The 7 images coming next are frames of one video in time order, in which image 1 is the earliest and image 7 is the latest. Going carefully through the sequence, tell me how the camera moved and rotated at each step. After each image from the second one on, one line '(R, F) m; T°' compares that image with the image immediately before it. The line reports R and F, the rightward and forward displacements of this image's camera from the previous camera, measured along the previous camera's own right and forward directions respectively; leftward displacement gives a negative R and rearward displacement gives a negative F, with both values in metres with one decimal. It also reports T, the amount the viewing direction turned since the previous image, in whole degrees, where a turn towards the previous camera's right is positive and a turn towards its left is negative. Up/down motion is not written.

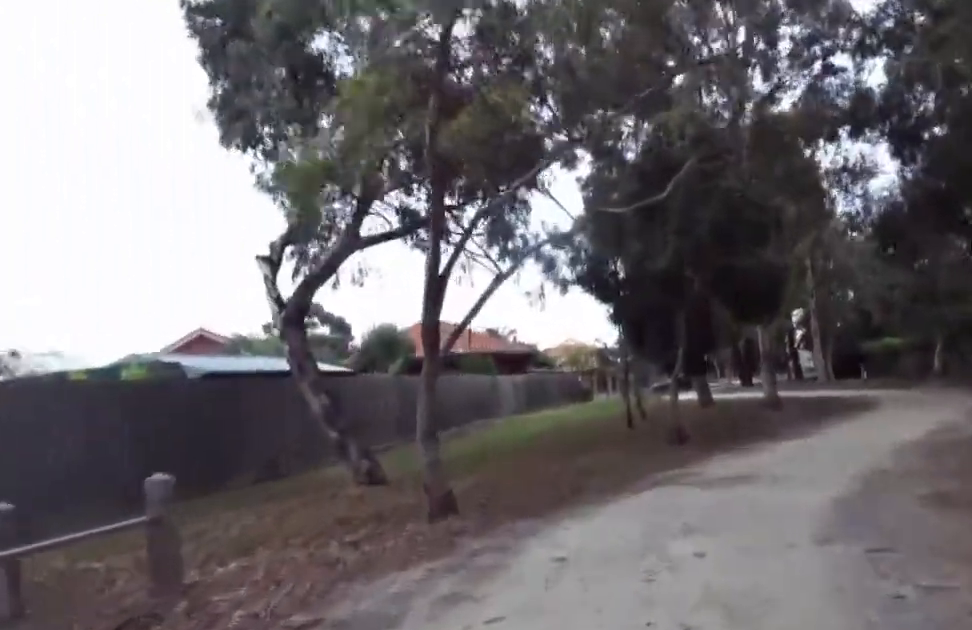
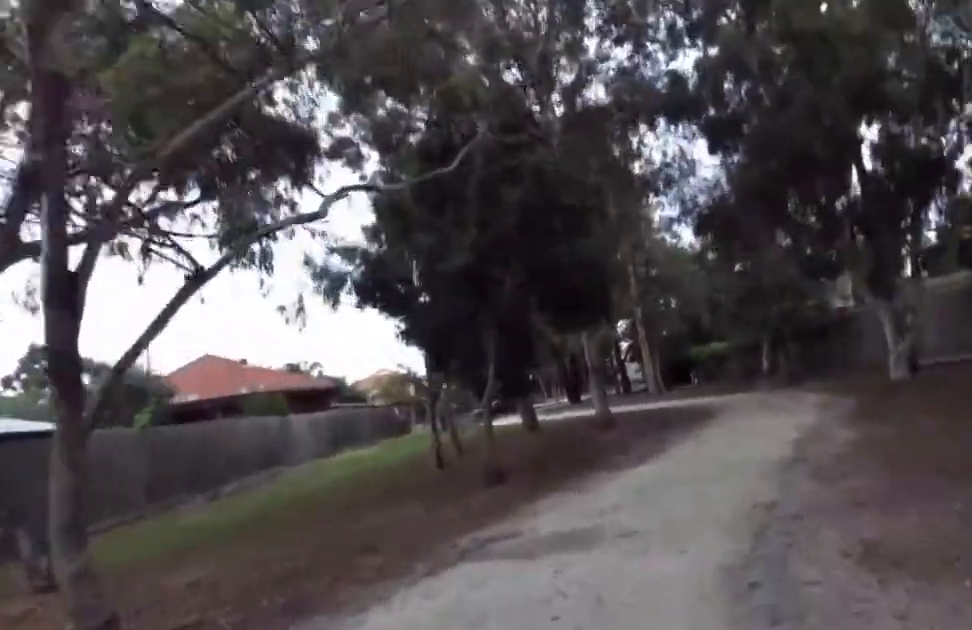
(-0.1, +2.1) m; +3°
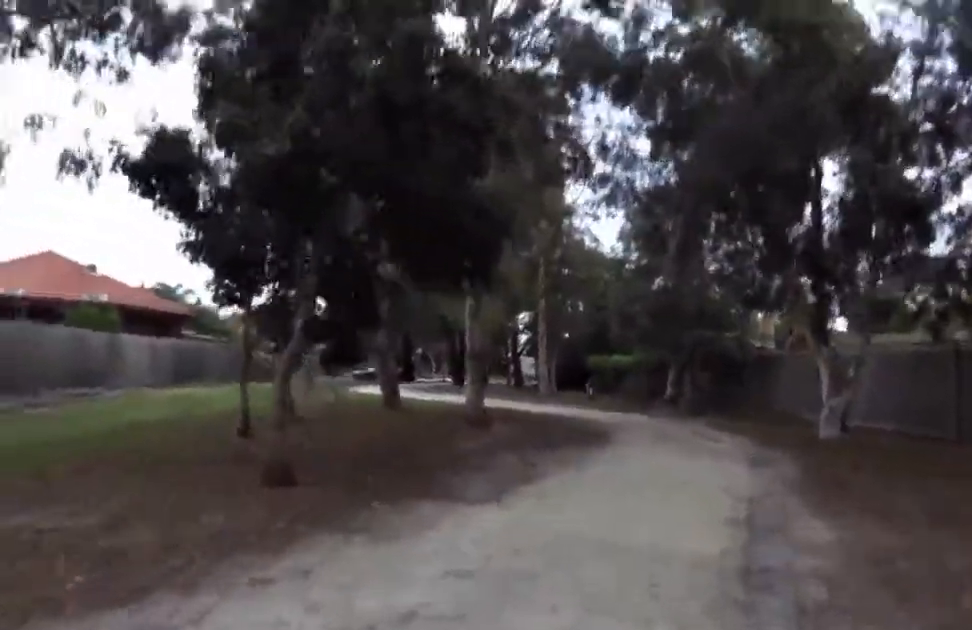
(+0.1, +3.1) m; +6°
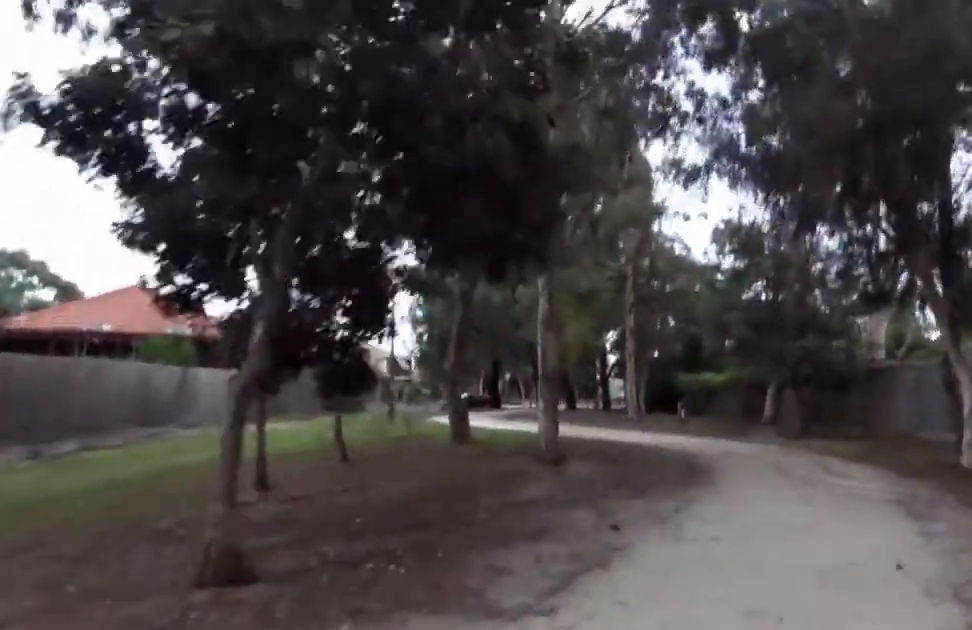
(+0.1, +2.4) m; +6°
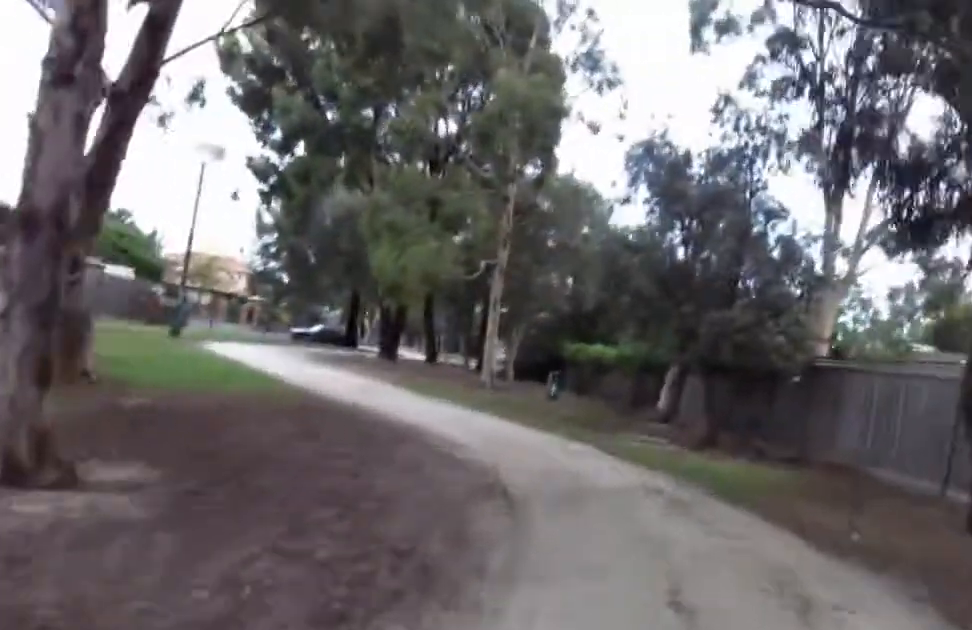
(+0.2, +7.7) m; -10°
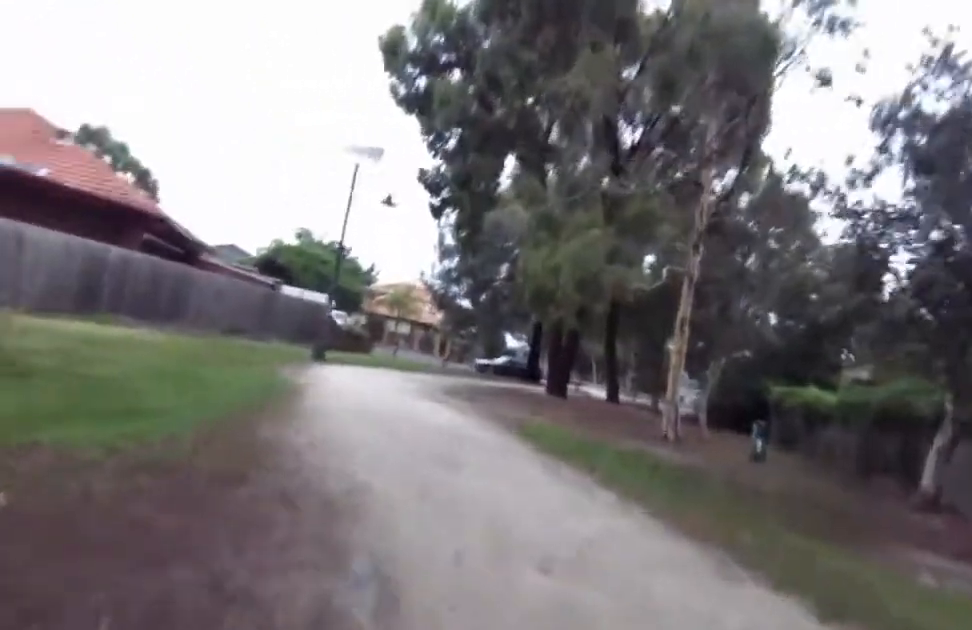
(-0.9, +6.8) m; -14°
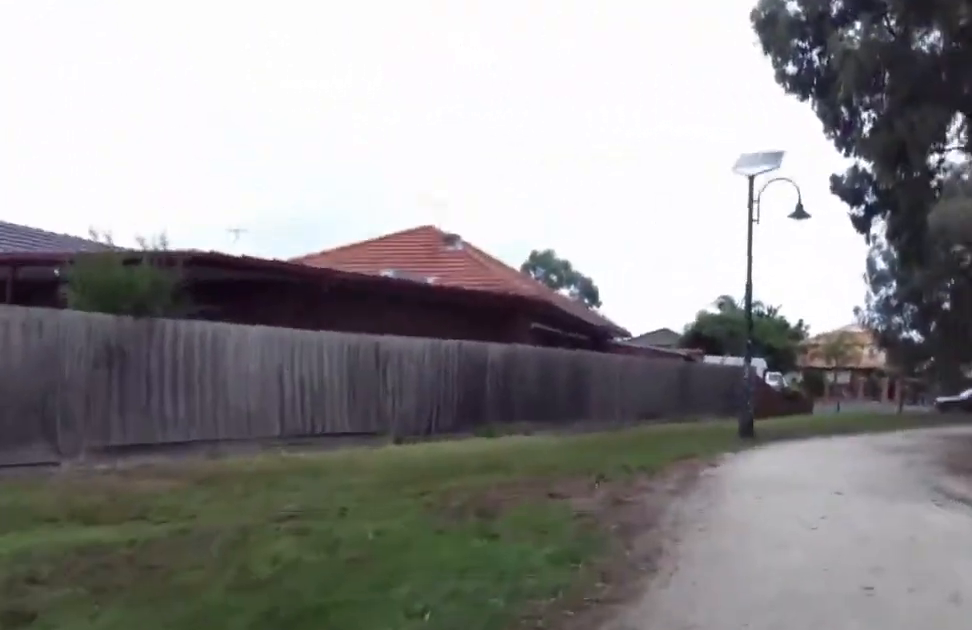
(-1.3, +7.0) m; -6°
